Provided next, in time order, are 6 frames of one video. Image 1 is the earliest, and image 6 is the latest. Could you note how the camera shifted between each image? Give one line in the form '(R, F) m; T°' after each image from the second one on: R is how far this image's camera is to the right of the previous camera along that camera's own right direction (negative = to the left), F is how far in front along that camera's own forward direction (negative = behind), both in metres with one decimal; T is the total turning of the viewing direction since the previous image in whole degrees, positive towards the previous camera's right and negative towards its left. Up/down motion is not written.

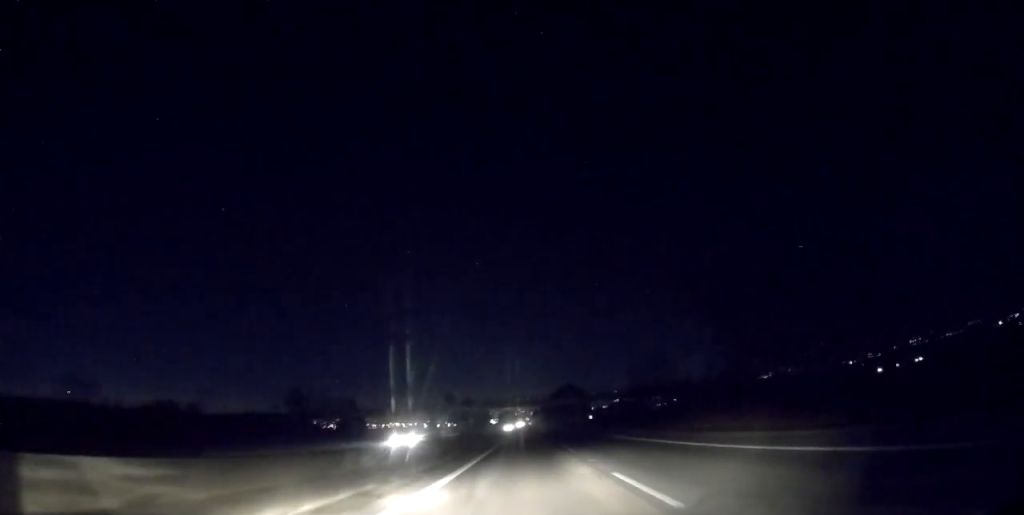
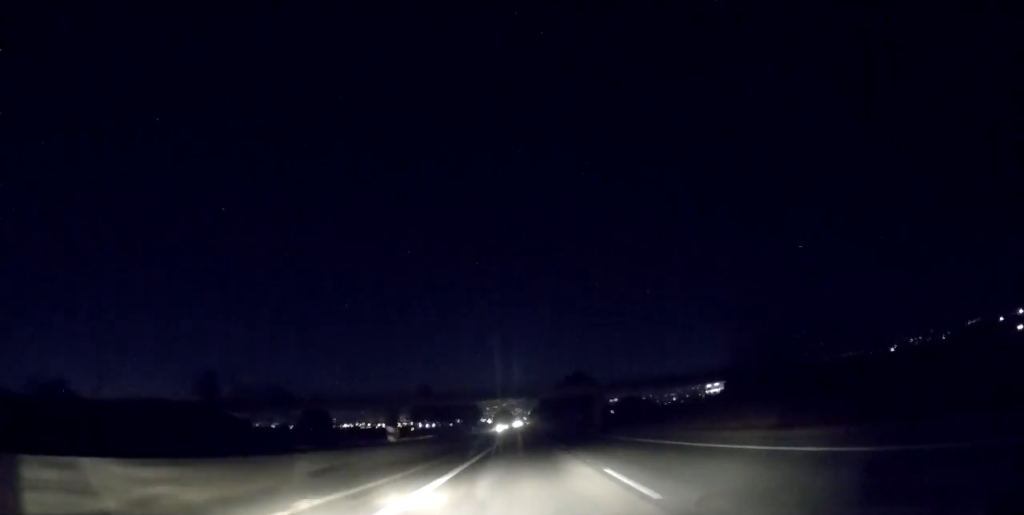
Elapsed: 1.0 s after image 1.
(+0.2, +34.6) m; 0°
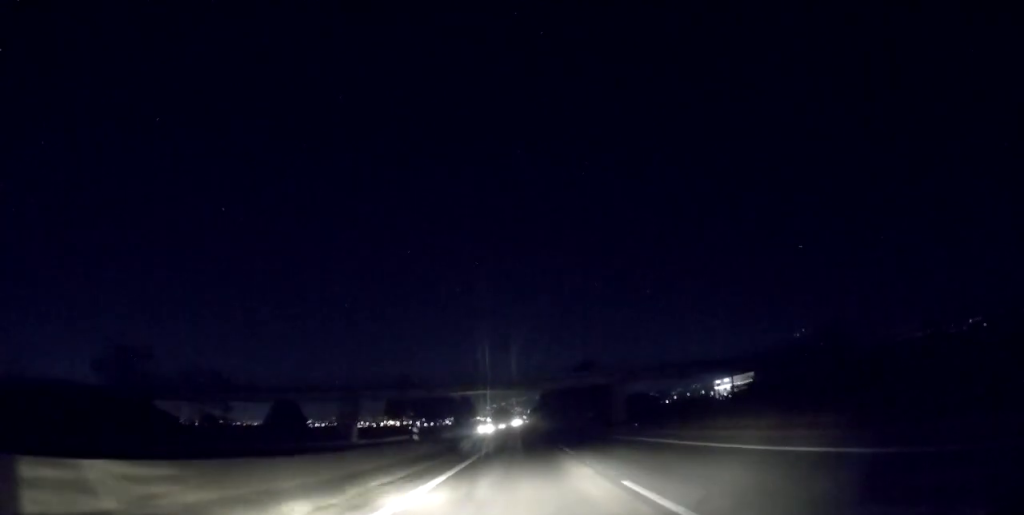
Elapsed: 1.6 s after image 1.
(0.0, +21.1) m; 0°
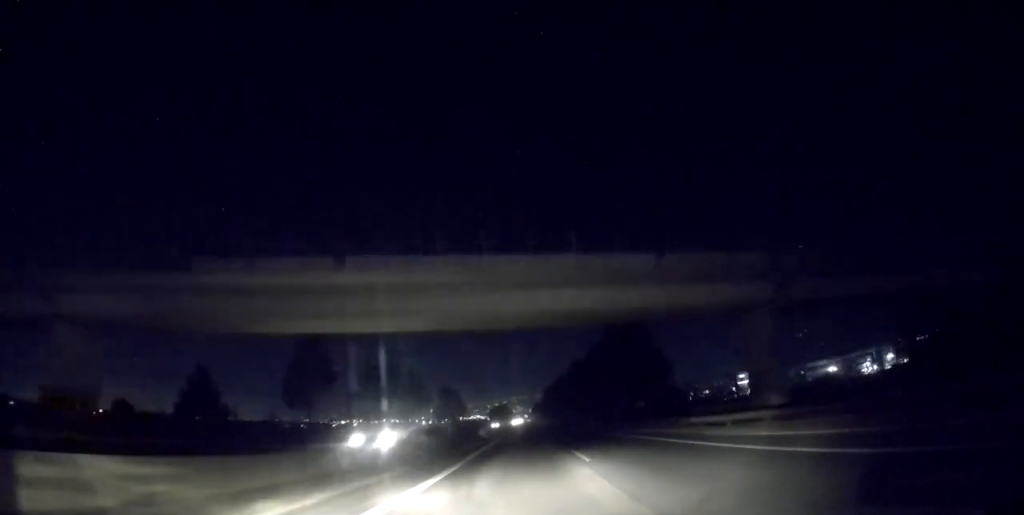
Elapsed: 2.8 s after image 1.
(-0.1, +42.2) m; 0°
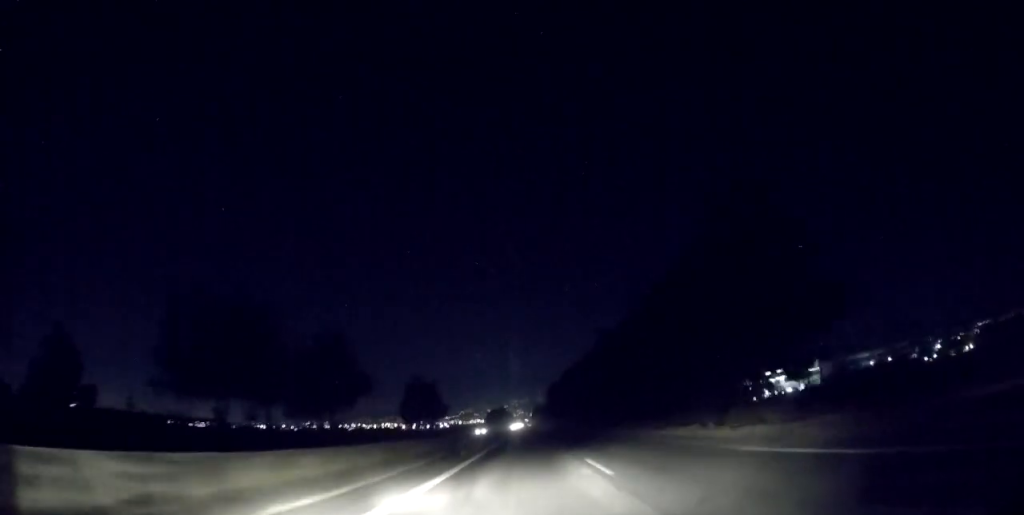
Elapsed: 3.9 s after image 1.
(-0.2, +39.2) m; 0°
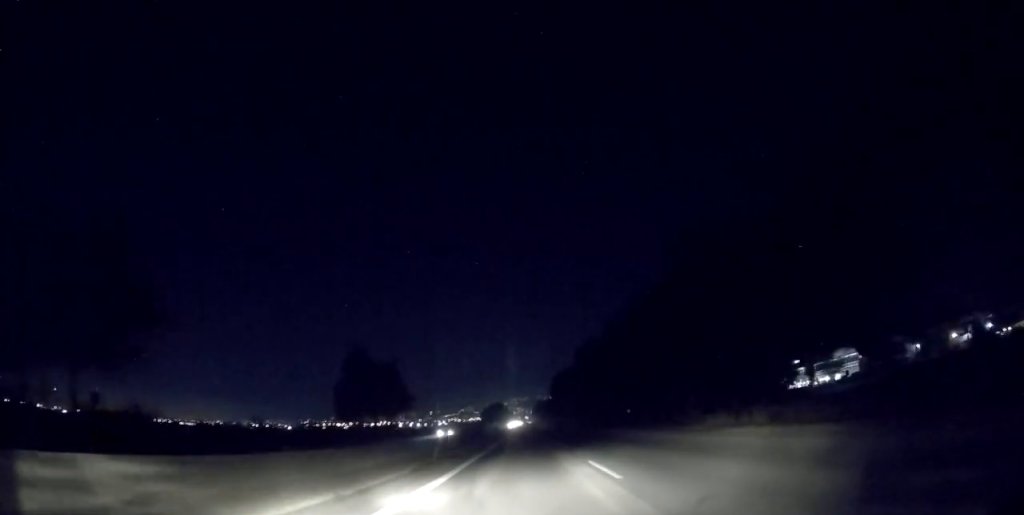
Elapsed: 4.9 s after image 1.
(+0.2, +36.3) m; 0°
